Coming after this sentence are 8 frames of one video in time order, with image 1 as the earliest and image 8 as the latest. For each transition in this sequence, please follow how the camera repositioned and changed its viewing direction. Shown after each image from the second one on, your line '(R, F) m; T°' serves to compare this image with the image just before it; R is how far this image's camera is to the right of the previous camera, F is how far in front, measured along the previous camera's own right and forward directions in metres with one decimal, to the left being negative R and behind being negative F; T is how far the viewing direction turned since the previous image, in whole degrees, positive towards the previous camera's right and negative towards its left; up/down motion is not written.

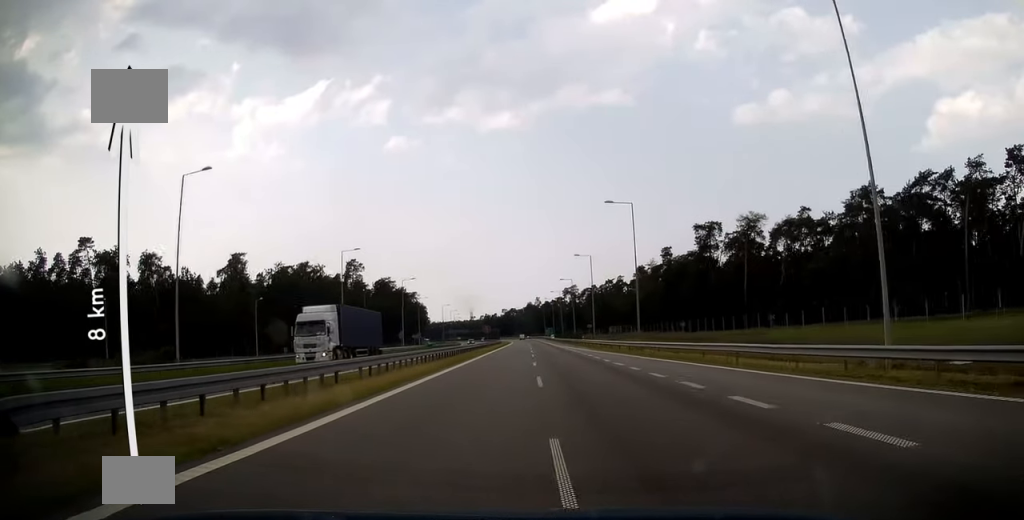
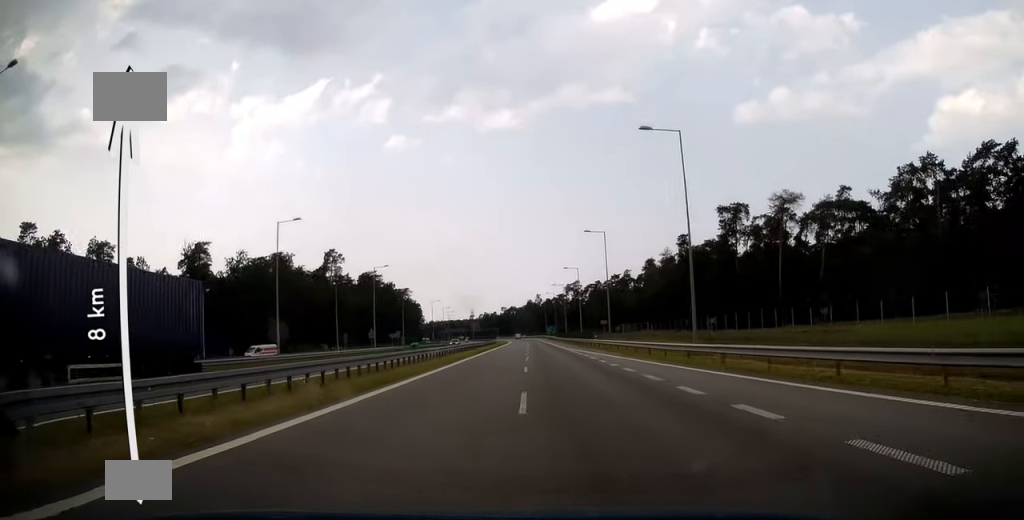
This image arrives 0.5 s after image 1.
(0.0, +17.4) m; 0°
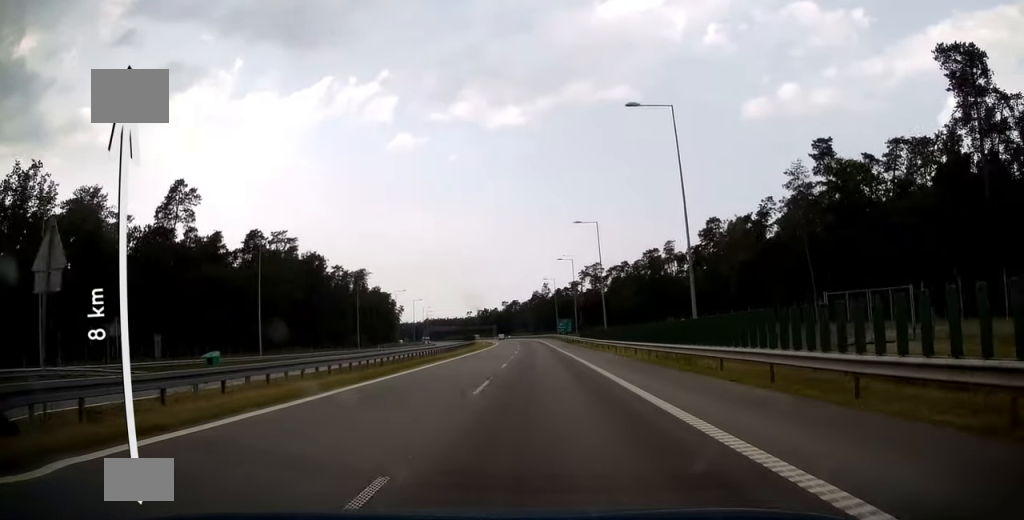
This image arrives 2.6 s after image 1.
(-0.7, +68.0) m; -1°
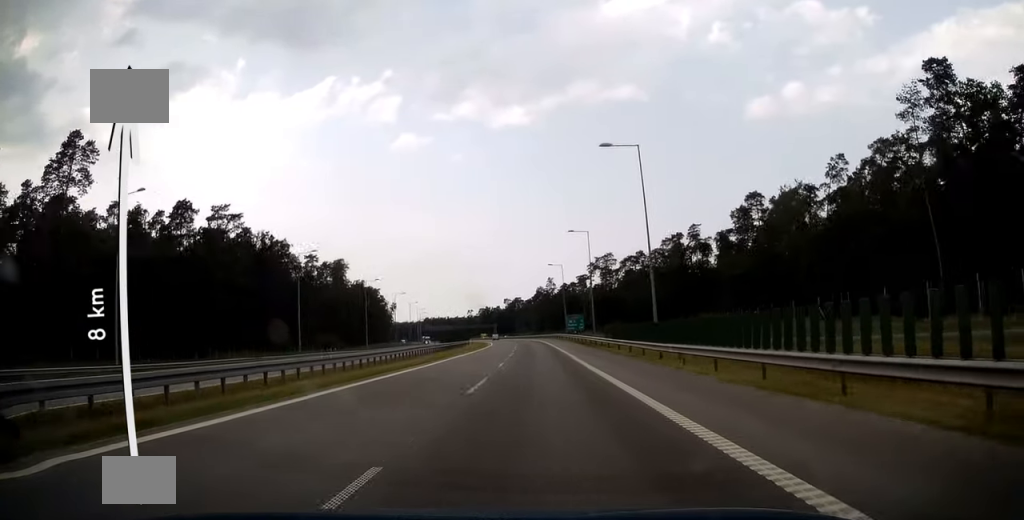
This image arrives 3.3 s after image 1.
(-0.1, +23.5) m; 0°
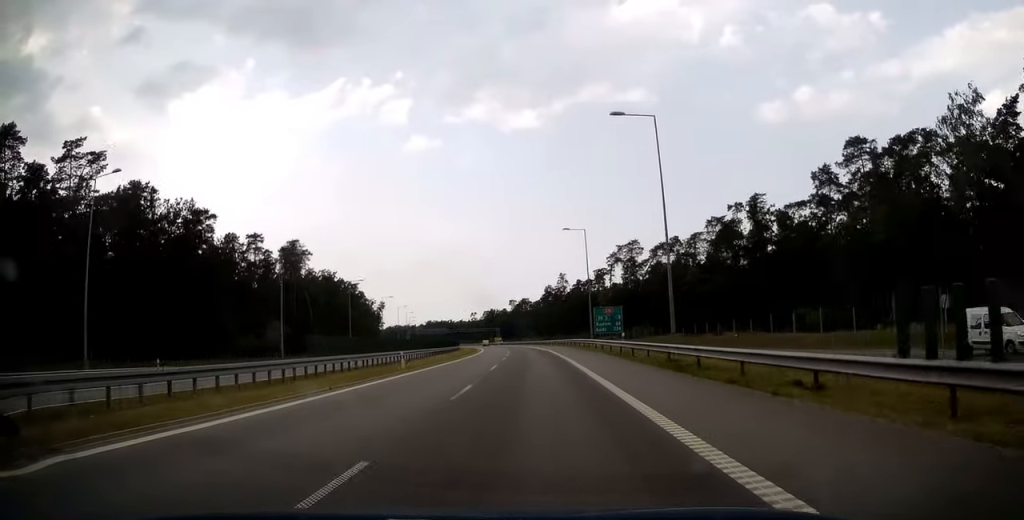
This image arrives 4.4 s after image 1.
(-0.1, +35.4) m; -1°
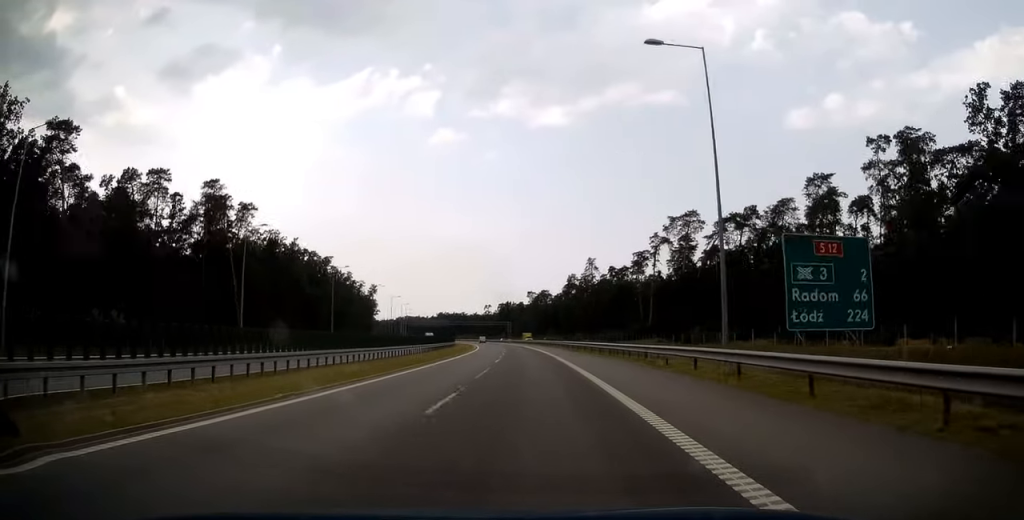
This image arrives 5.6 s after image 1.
(-0.4, +39.8) m; -2°
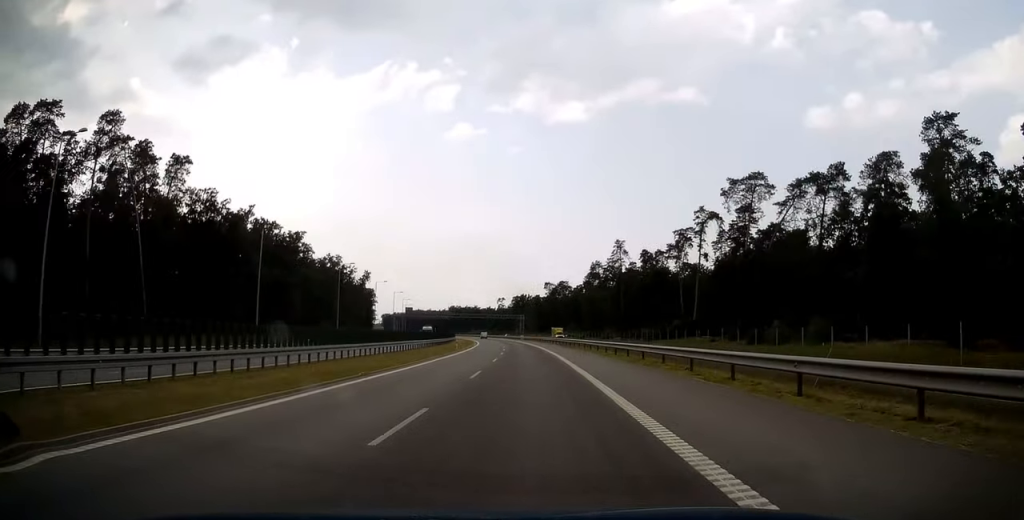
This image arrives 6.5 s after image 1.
(-0.4, +27.3) m; -1°
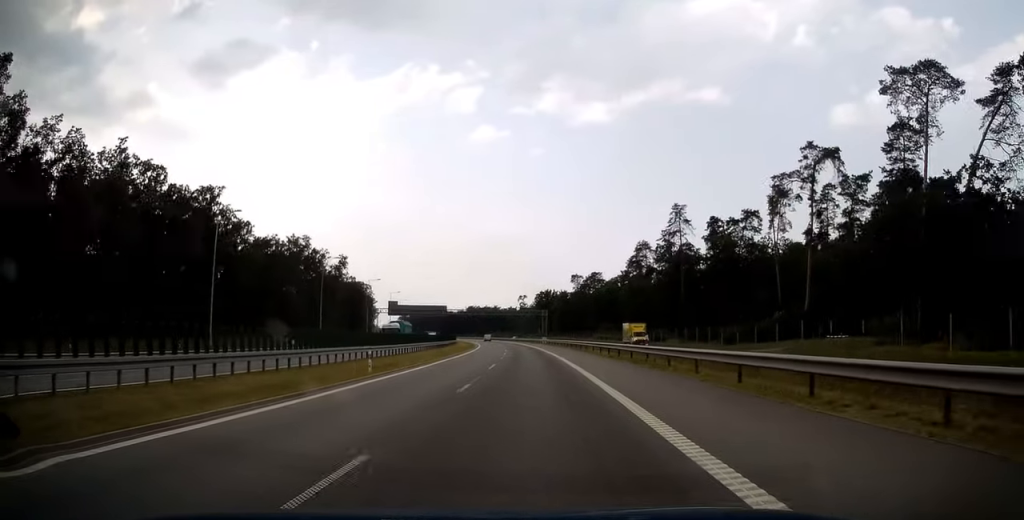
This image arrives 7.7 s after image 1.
(-0.8, +40.4) m; -2°
